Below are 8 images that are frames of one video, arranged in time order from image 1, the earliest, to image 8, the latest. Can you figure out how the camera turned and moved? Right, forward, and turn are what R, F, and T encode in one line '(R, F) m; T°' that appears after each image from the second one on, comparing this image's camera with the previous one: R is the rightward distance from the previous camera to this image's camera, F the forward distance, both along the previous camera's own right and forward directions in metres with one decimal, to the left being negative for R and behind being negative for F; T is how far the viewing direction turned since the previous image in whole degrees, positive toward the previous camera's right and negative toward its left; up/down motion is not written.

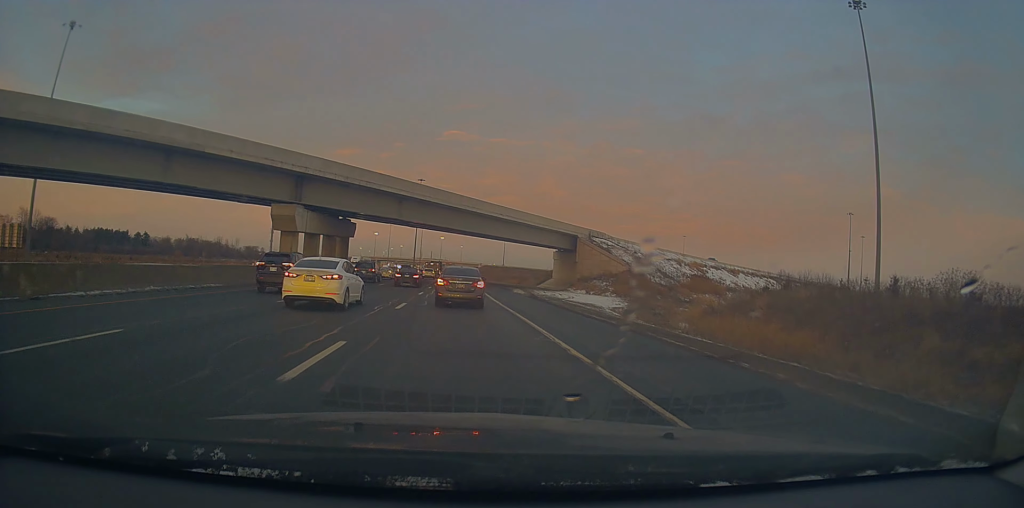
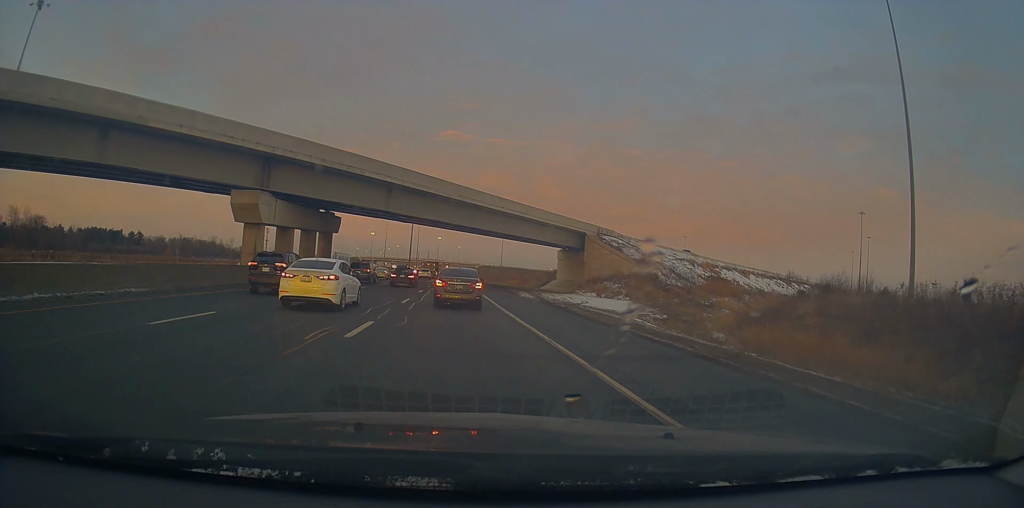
(0.0, +7.7) m; +2°
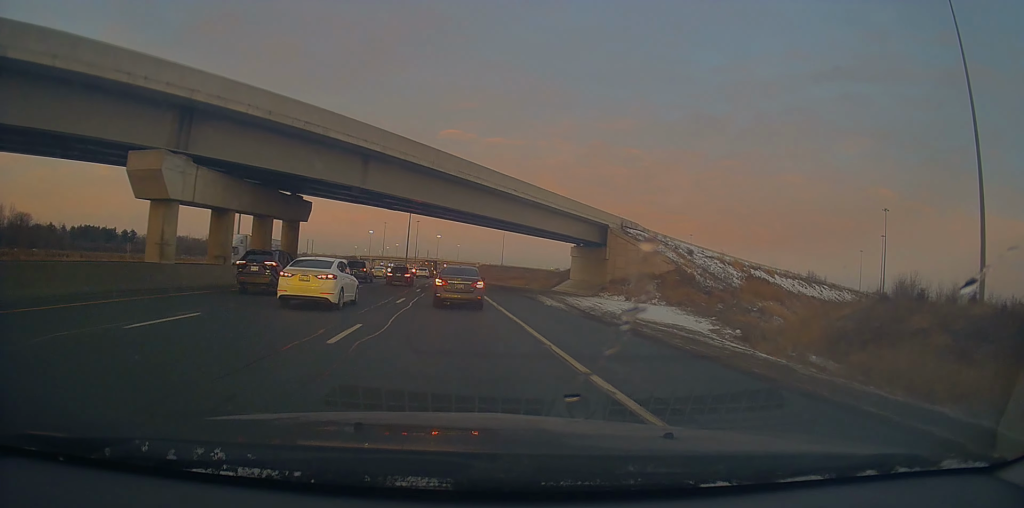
(+0.3, +12.4) m; -2°
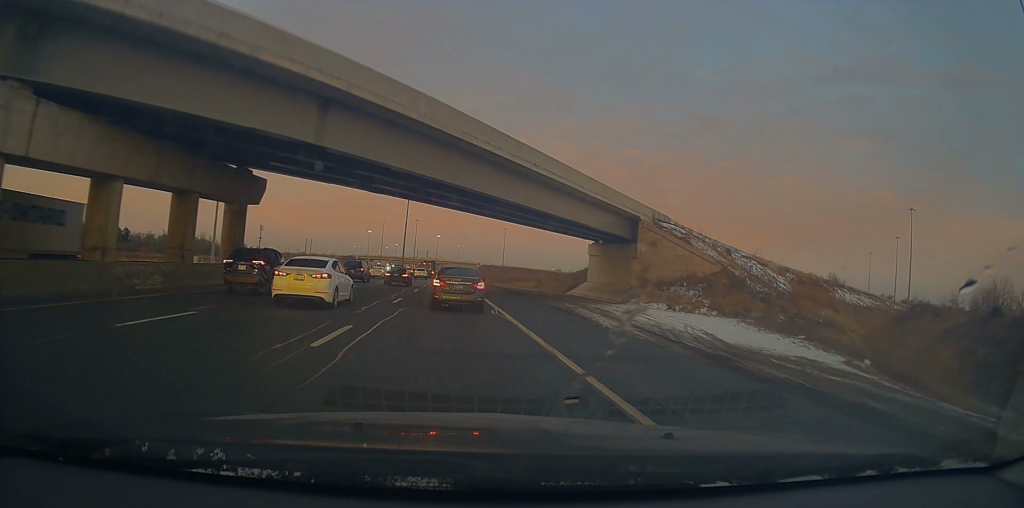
(-0.8, +12.3) m; -2°
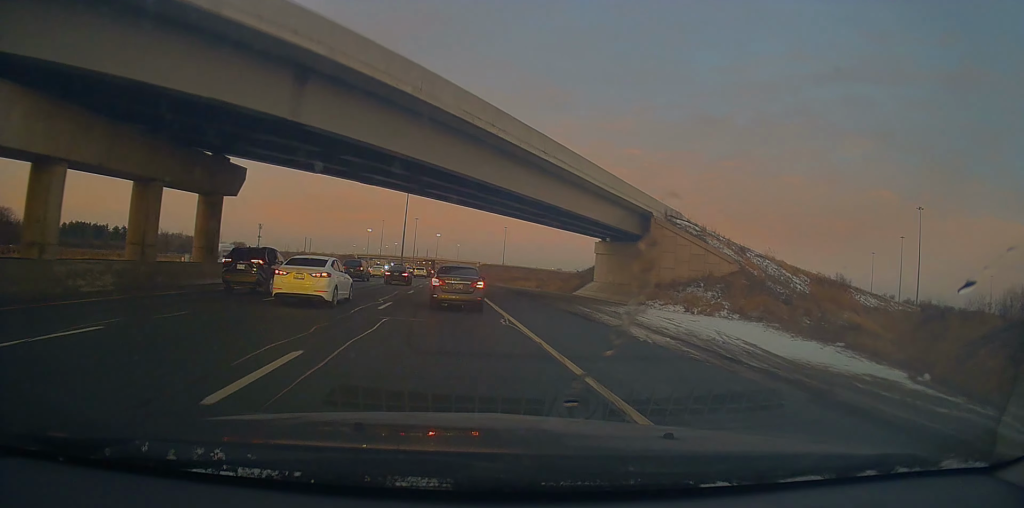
(-0.4, +4.1) m; +1°
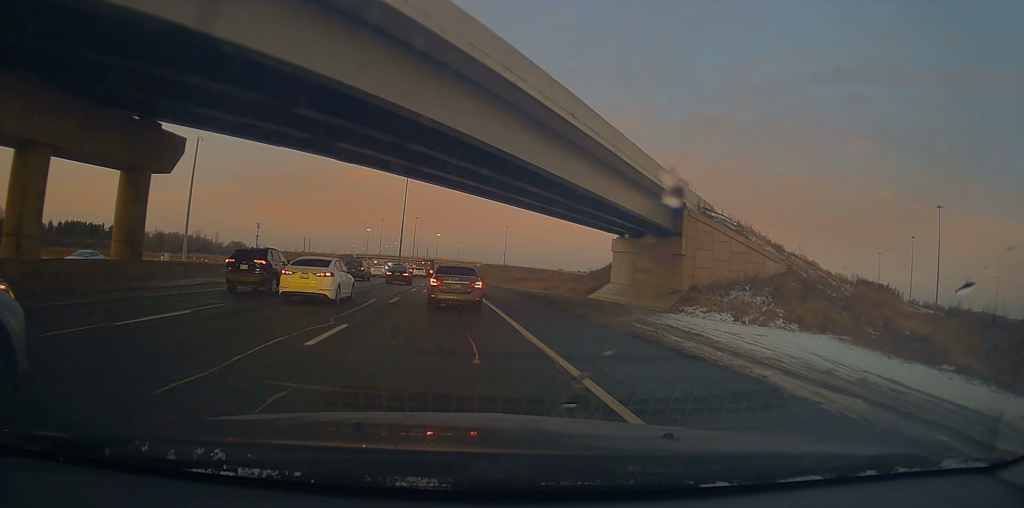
(+0.9, +8.8) m; +2°
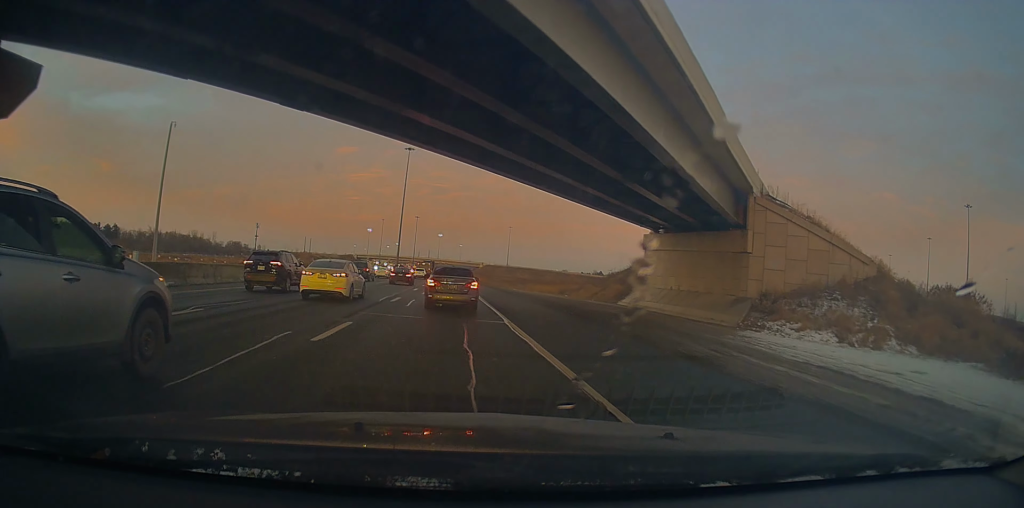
(-0.5, +11.8) m; 0°
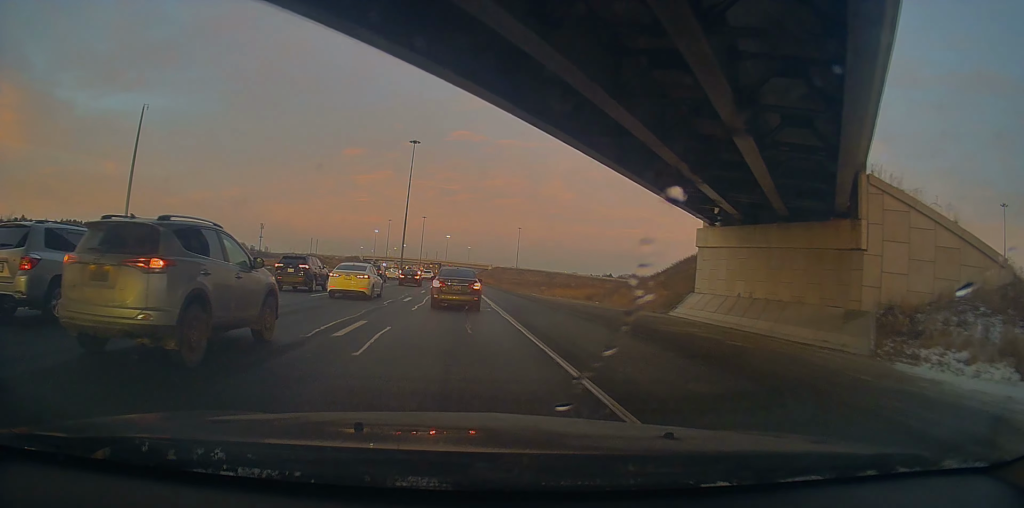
(+0.7, +11.5) m; +3°
